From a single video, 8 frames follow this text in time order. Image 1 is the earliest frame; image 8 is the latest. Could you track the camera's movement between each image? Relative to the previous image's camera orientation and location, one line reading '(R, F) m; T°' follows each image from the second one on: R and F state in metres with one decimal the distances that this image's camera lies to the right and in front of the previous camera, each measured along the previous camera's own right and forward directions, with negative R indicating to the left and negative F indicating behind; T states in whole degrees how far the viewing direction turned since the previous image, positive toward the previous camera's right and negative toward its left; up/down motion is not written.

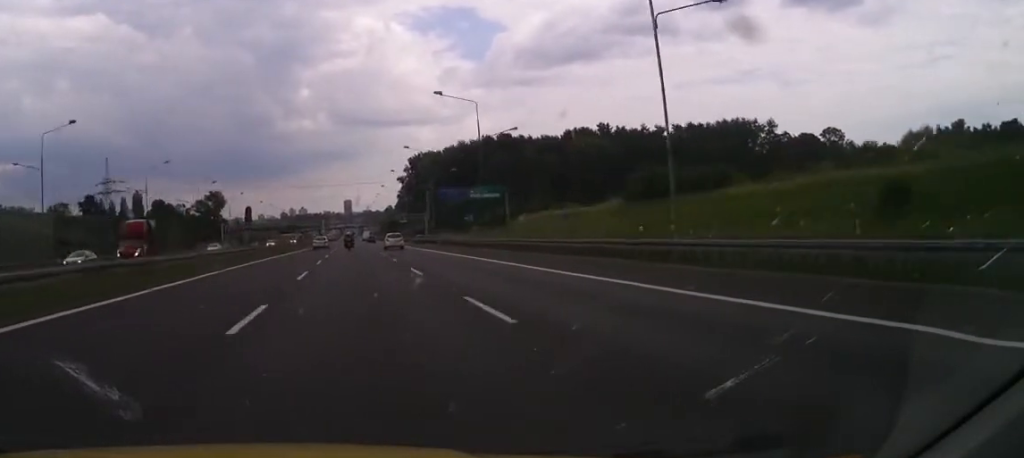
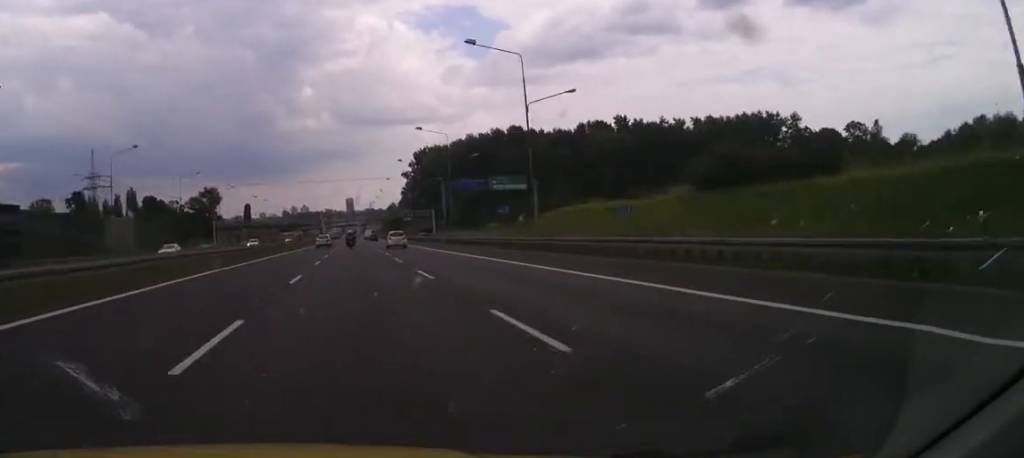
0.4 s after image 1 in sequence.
(-0.2, +14.7) m; 0°
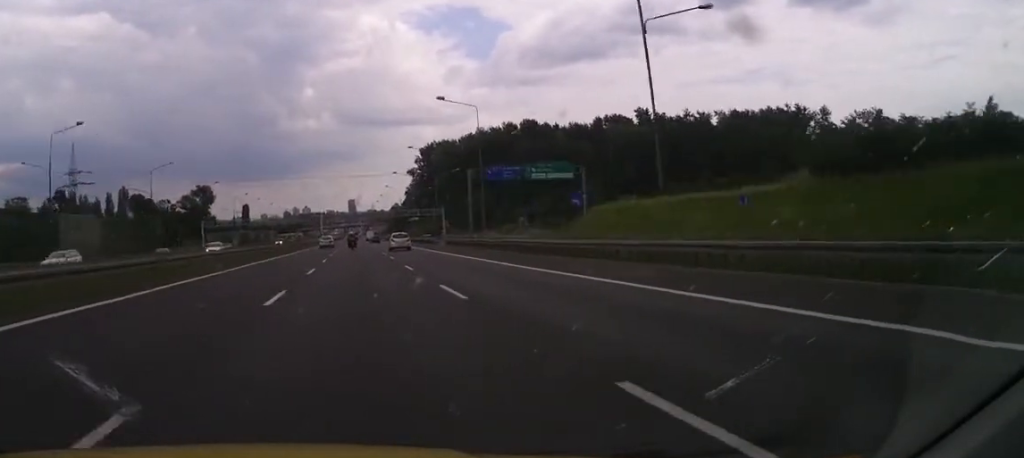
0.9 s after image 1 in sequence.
(-0.1, +17.2) m; 0°
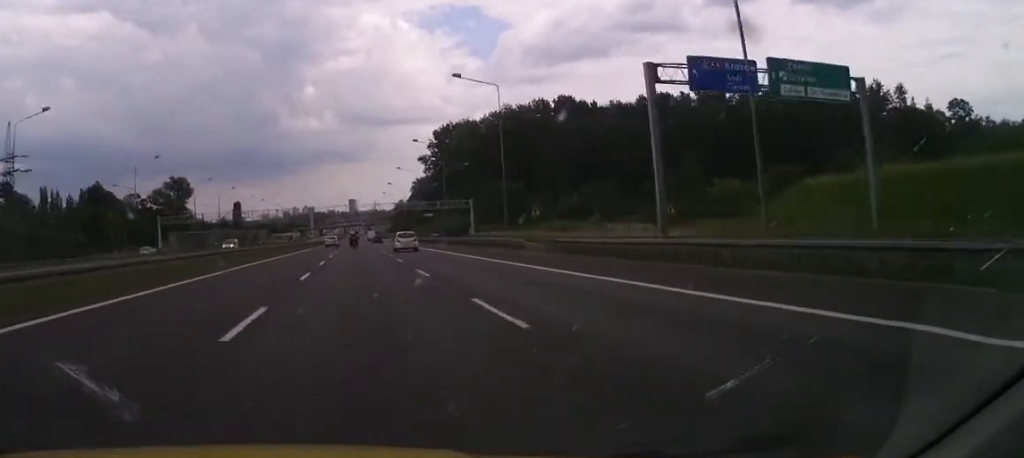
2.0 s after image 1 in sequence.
(+0.6, +40.5) m; +1°
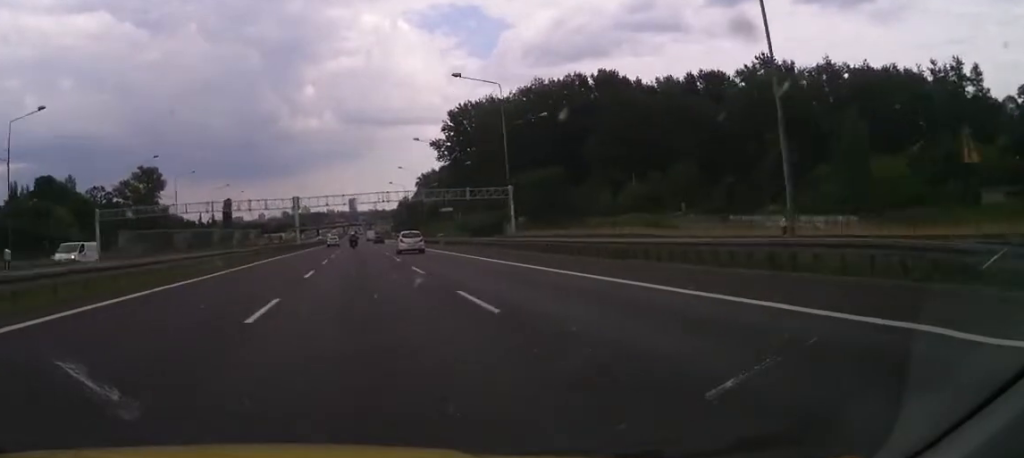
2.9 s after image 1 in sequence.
(-0.1, +34.4) m; 0°
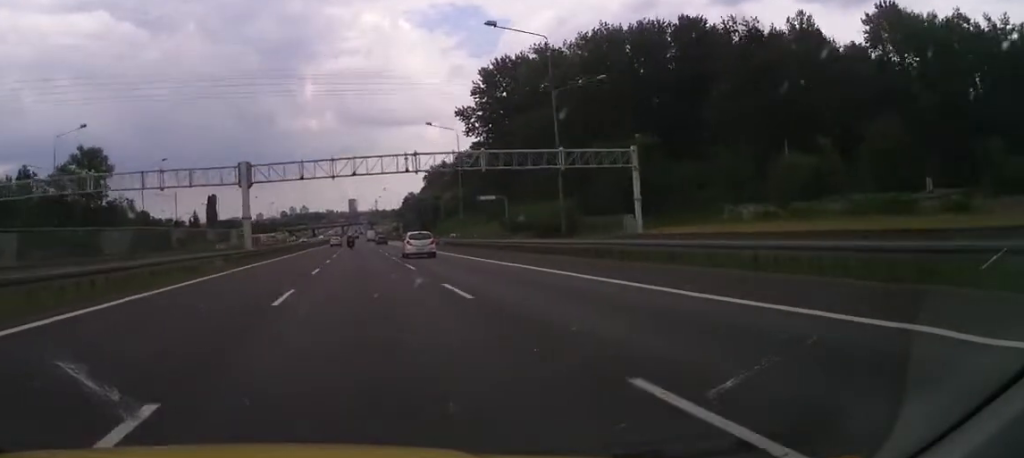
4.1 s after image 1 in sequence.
(-0.1, +45.4) m; 0°
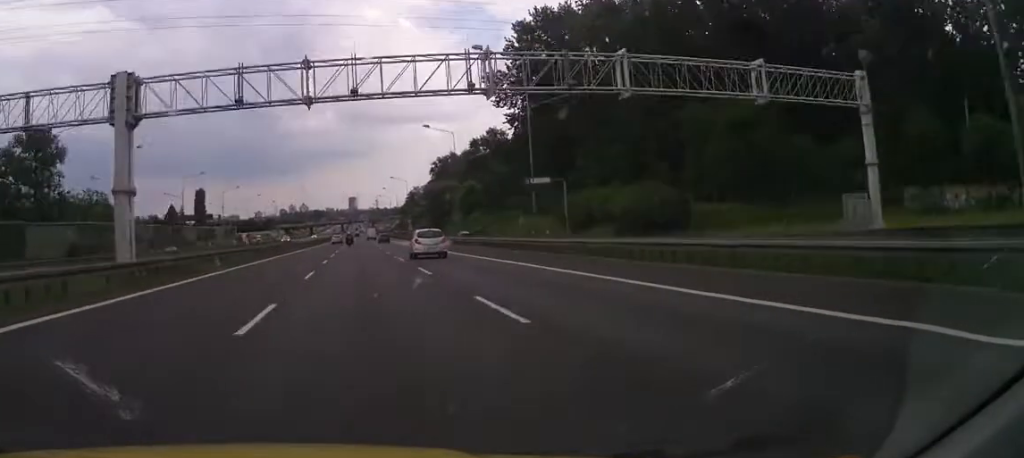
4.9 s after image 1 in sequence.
(-0.1, +28.1) m; 0°
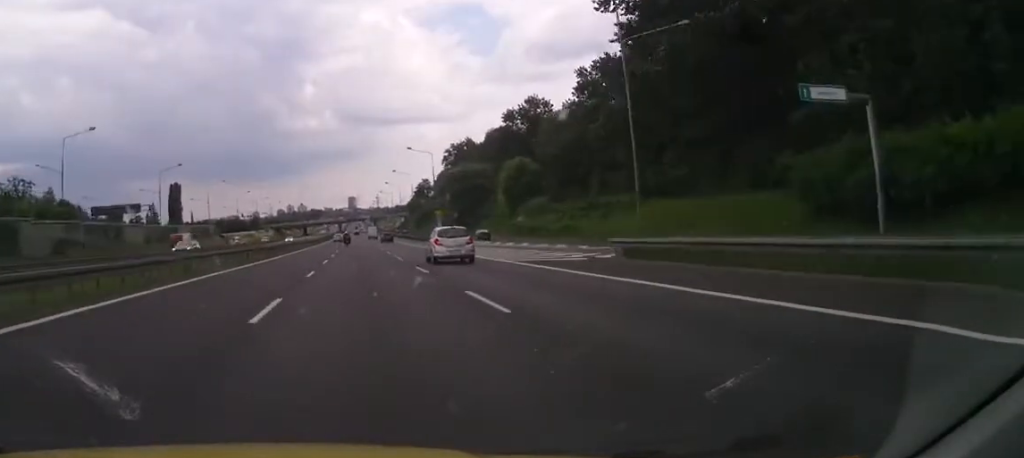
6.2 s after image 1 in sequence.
(+0.2, +46.5) m; +1°
